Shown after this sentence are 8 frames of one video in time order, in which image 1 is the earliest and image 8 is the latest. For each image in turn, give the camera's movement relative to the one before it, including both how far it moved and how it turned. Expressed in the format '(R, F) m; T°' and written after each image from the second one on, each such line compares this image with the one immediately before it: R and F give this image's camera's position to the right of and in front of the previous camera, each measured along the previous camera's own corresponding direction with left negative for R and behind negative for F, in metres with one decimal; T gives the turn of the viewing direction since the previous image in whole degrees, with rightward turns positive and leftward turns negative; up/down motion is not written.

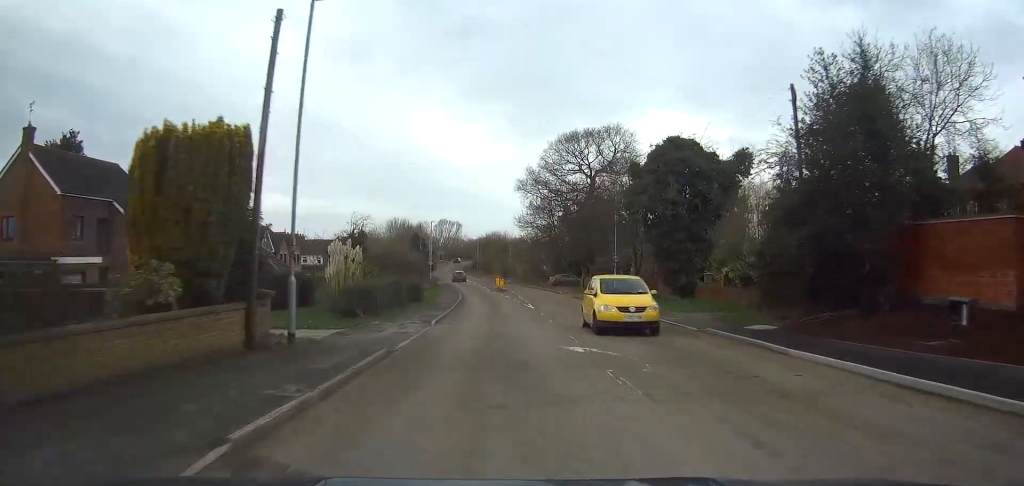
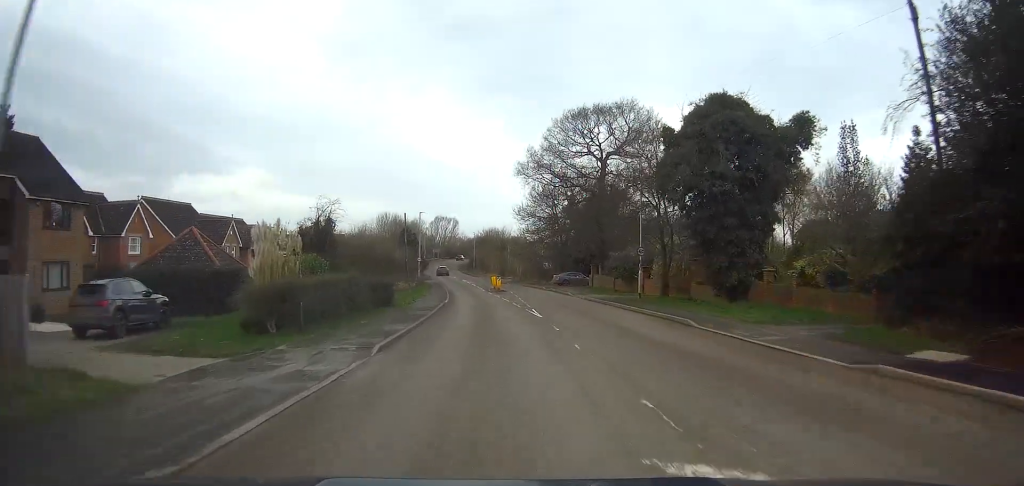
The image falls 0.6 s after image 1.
(0.0, +8.6) m; 0°
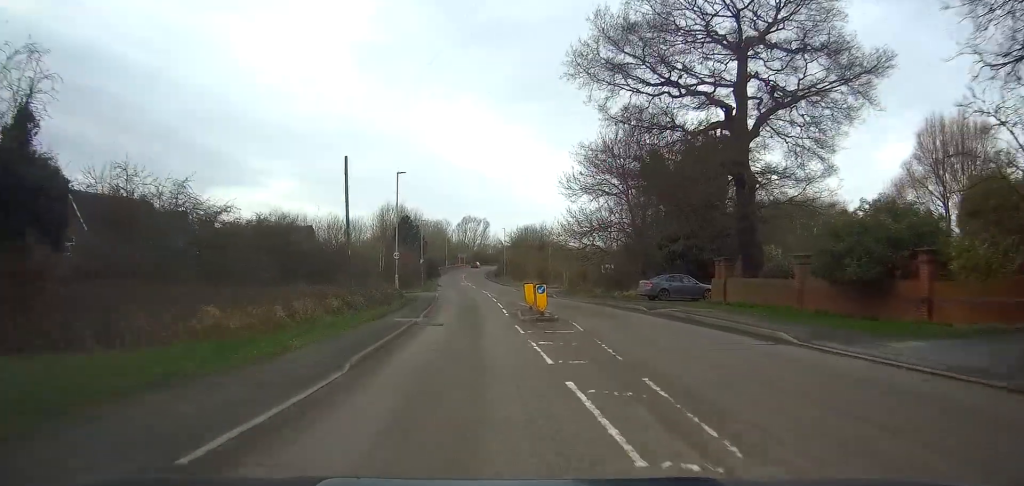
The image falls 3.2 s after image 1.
(-0.8, +29.3) m; -4°
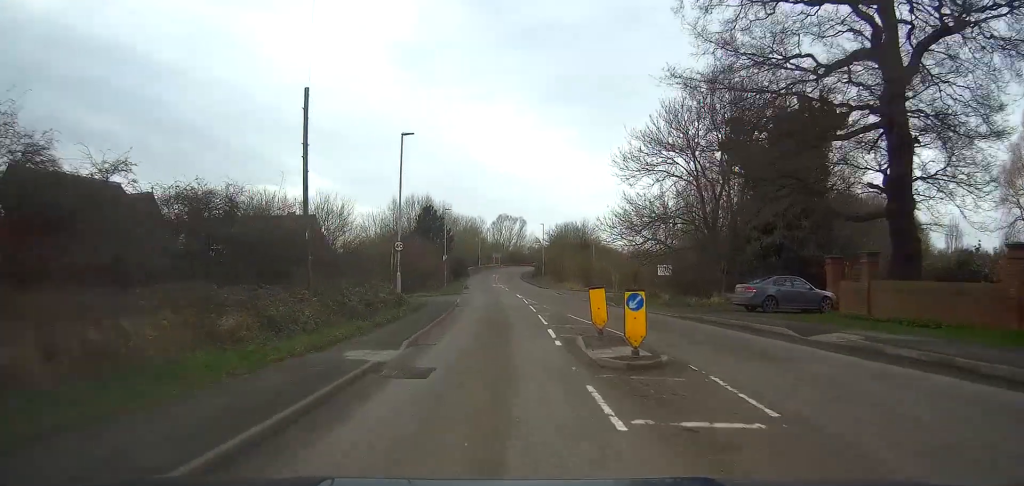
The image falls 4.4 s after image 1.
(-0.2, +9.9) m; -2°
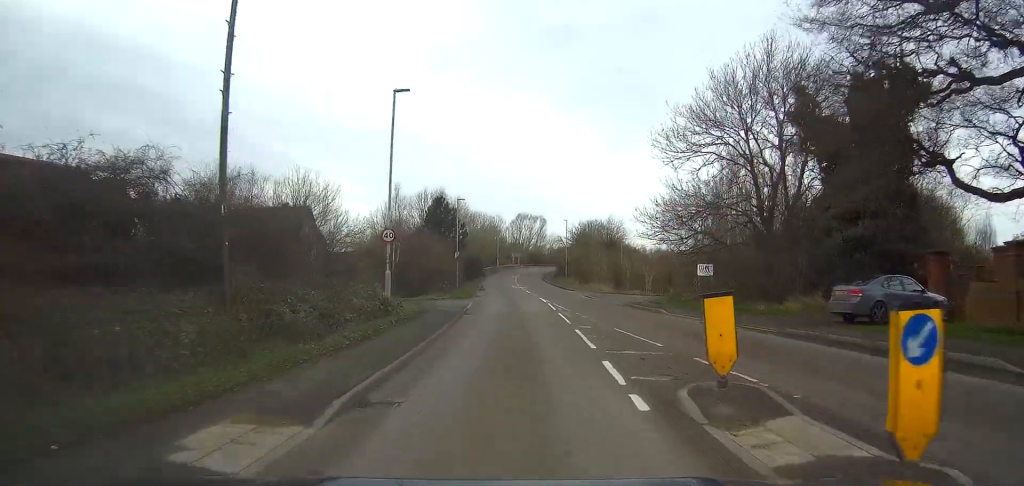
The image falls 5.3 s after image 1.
(-0.1, +6.2) m; +7°
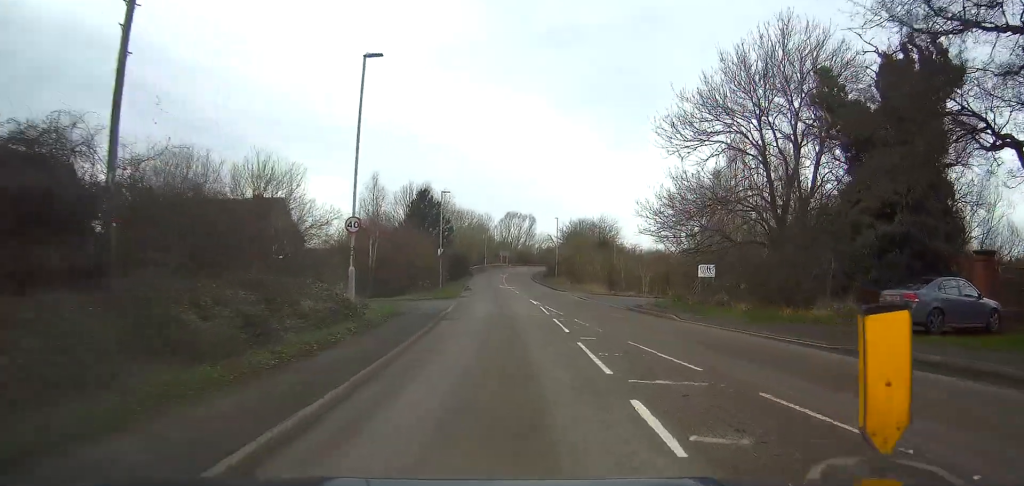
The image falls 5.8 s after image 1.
(+0.4, +3.0) m; +8°
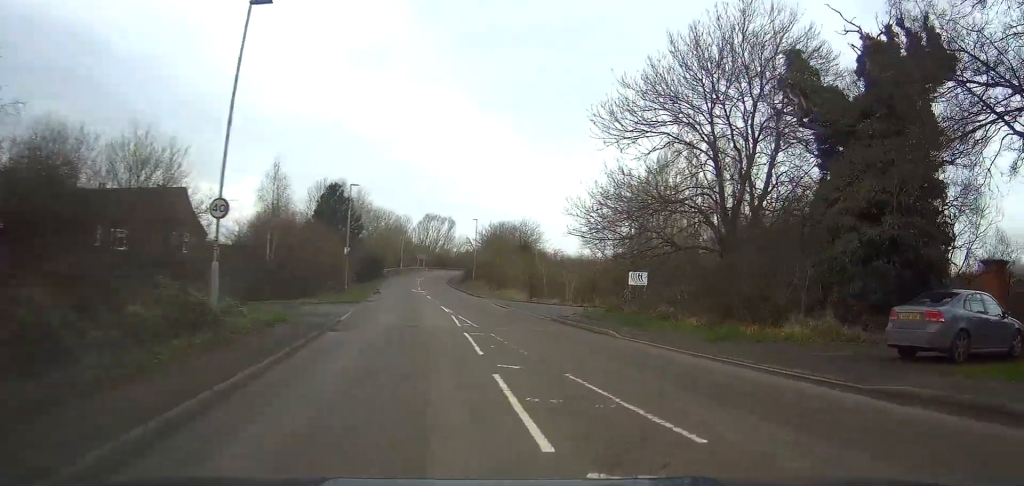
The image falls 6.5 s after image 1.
(+0.4, +3.7) m; +9°
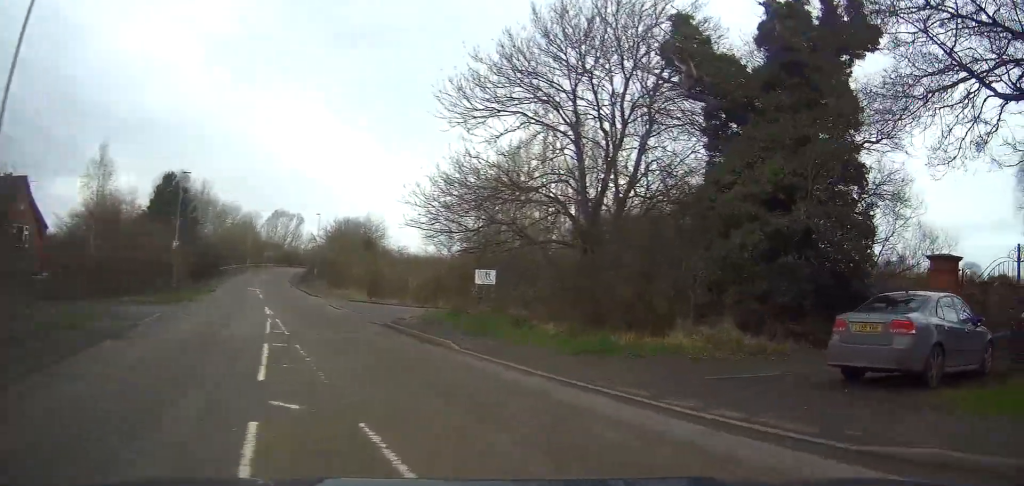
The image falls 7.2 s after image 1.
(+0.4, +3.2) m; +2°
